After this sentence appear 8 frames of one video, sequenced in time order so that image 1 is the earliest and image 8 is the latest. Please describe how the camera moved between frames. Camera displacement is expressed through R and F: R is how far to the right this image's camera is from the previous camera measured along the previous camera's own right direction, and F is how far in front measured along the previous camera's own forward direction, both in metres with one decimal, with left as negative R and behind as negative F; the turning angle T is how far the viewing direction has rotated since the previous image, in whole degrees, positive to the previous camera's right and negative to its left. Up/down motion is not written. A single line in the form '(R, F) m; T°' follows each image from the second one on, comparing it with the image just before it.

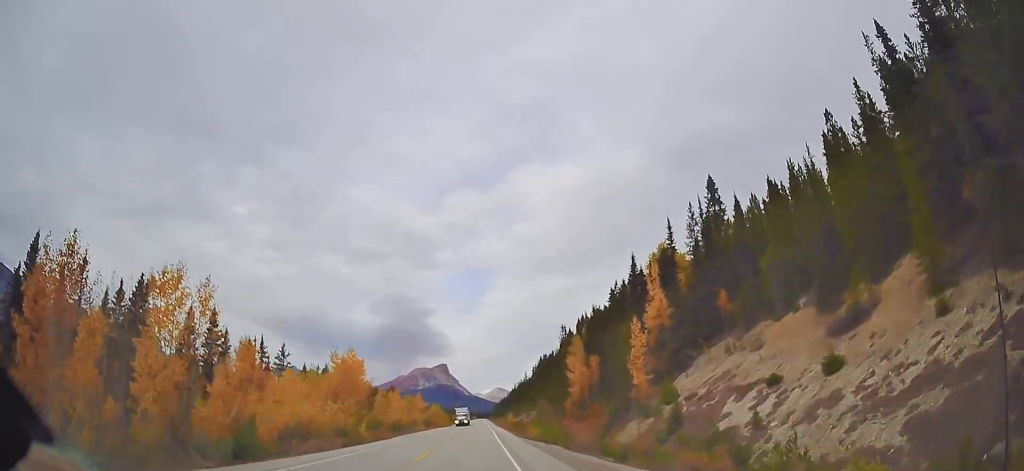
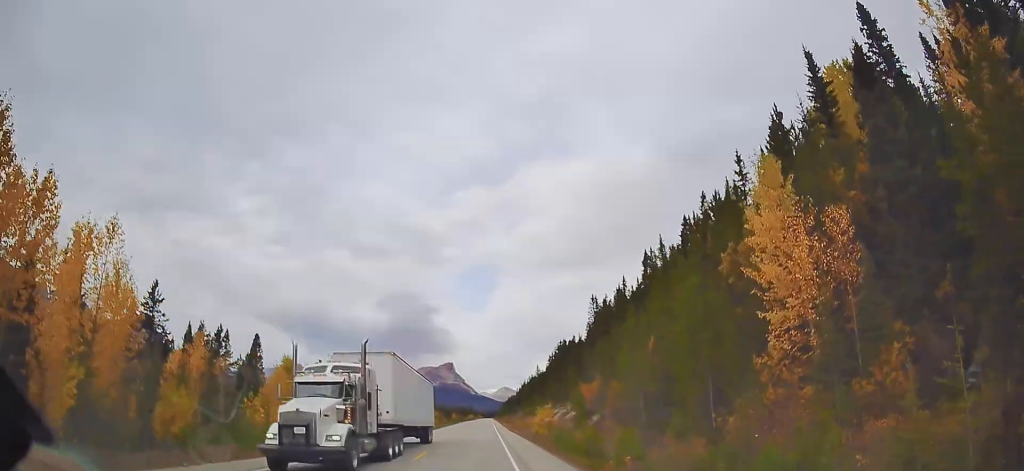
(+1.2, +51.2) m; 0°
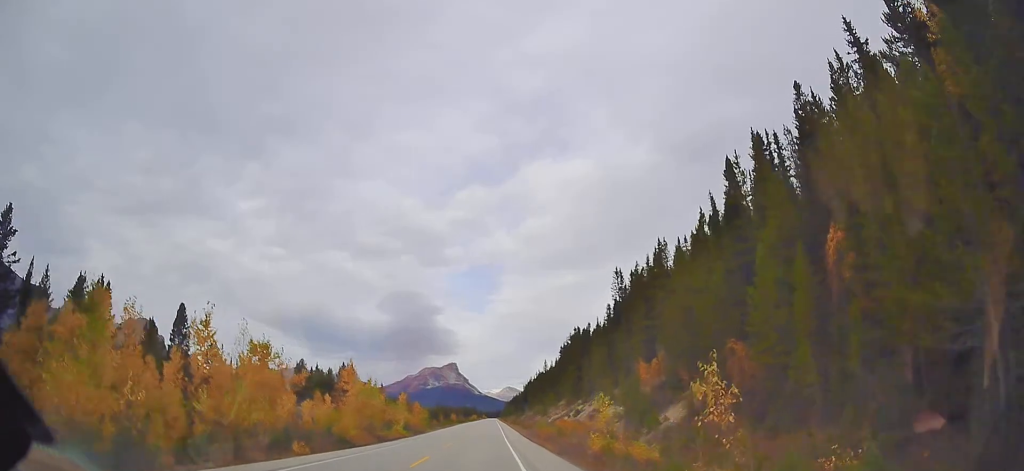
(-0.7, +28.4) m; -1°
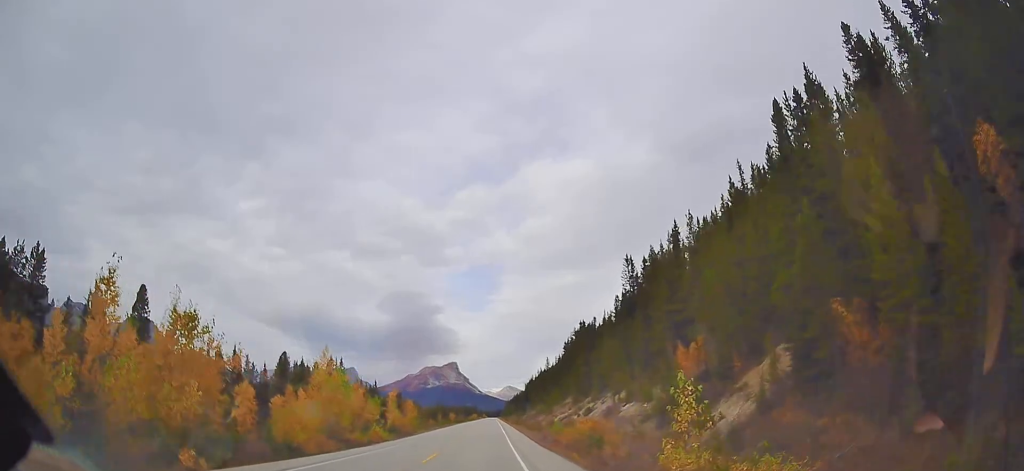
(0.0, +10.2) m; 0°
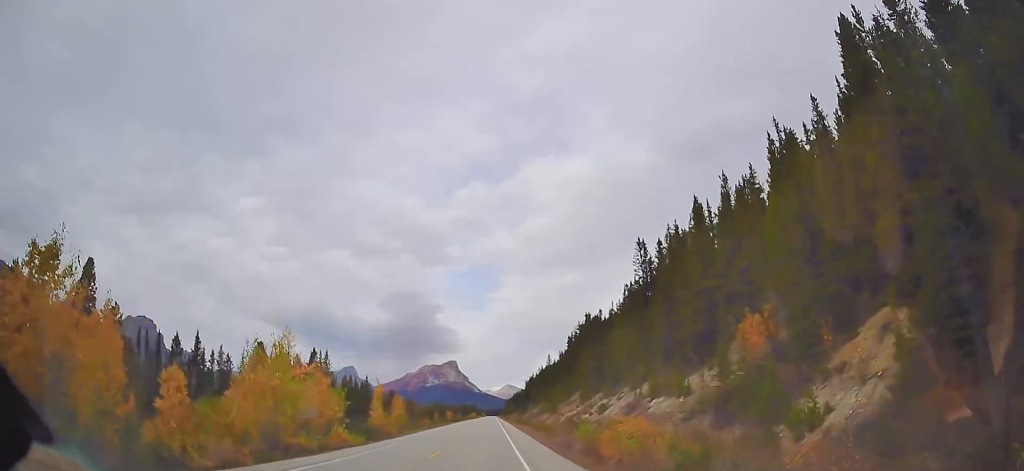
(+0.1, +11.0) m; 0°
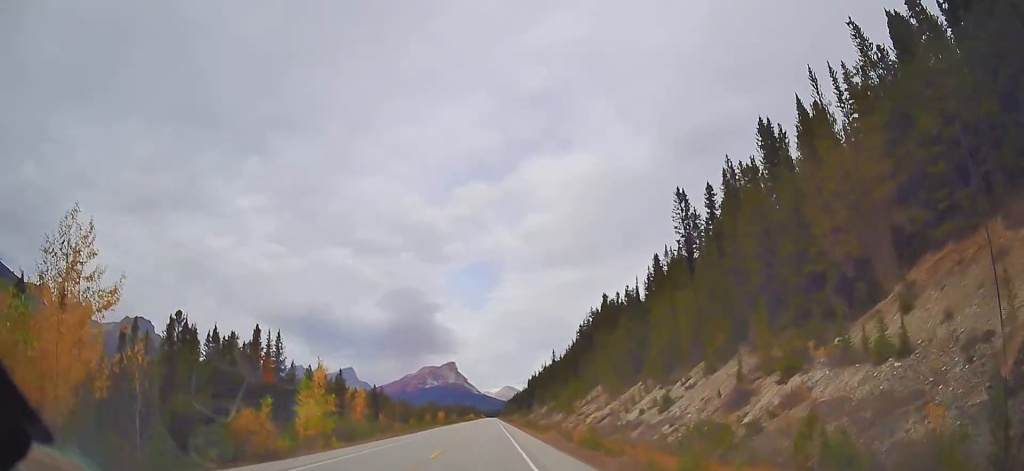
(-0.1, +26.8) m; 0°
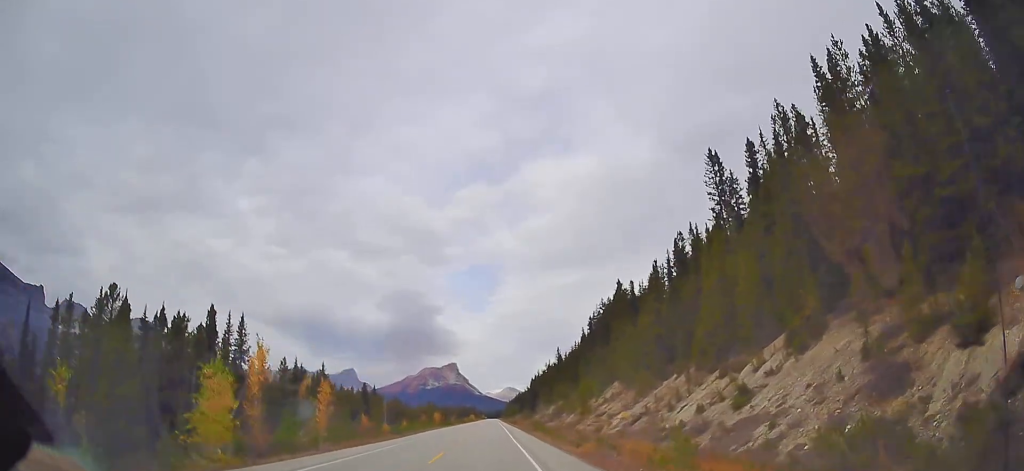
(+0.1, +13.4) m; 0°
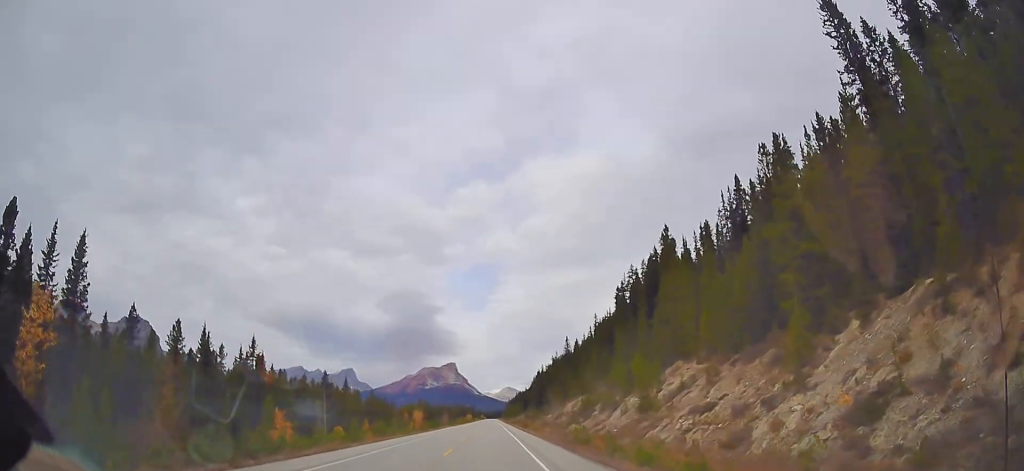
(+0.2, +35.0) m; -1°
